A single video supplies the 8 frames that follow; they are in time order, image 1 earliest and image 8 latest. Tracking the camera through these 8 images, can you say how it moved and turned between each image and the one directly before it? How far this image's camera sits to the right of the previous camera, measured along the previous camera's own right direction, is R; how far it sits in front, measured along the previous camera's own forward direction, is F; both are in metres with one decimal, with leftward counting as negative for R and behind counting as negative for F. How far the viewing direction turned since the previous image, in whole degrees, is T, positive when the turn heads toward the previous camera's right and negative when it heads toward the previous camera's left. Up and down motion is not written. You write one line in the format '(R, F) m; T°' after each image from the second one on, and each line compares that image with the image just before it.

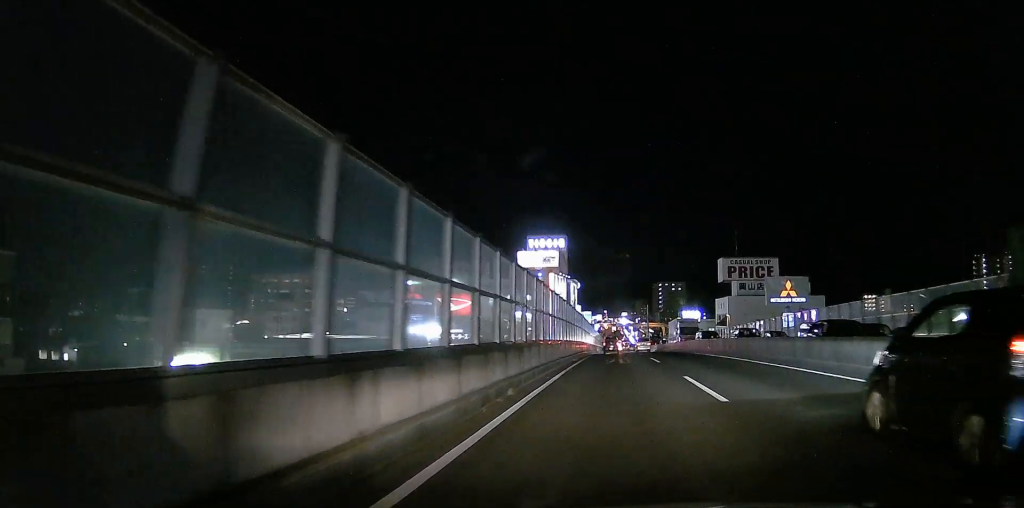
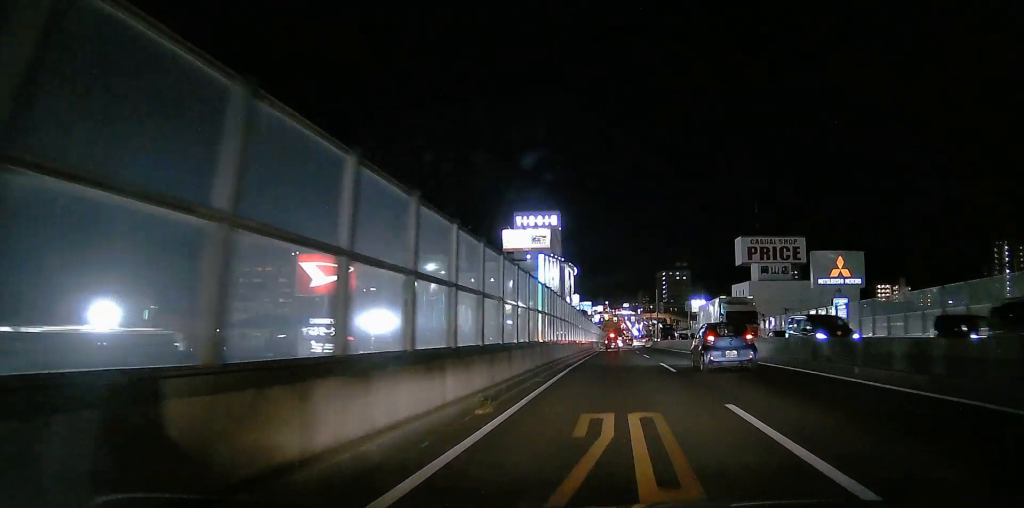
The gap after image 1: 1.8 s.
(+0.6, +21.7) m; +1°
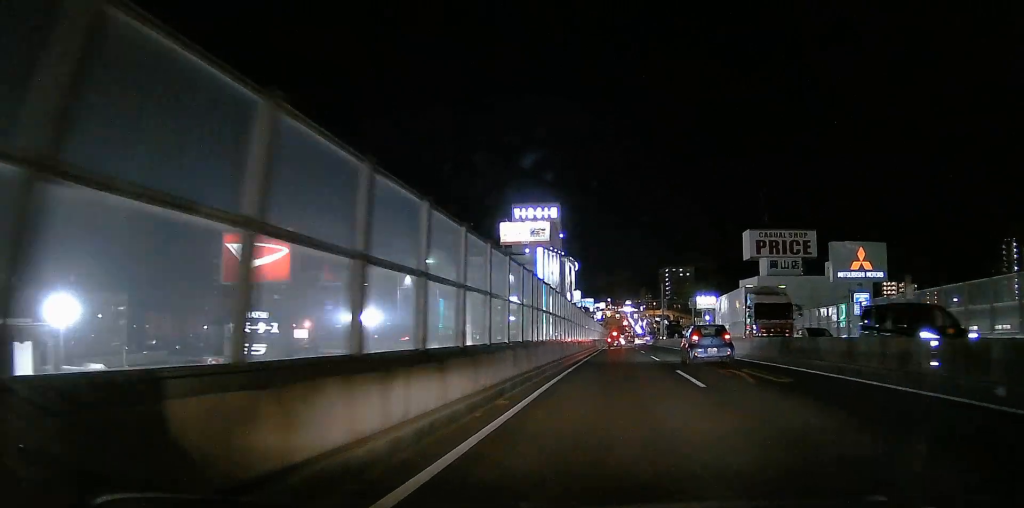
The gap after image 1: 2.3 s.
(-0.2, +5.6) m; -1°
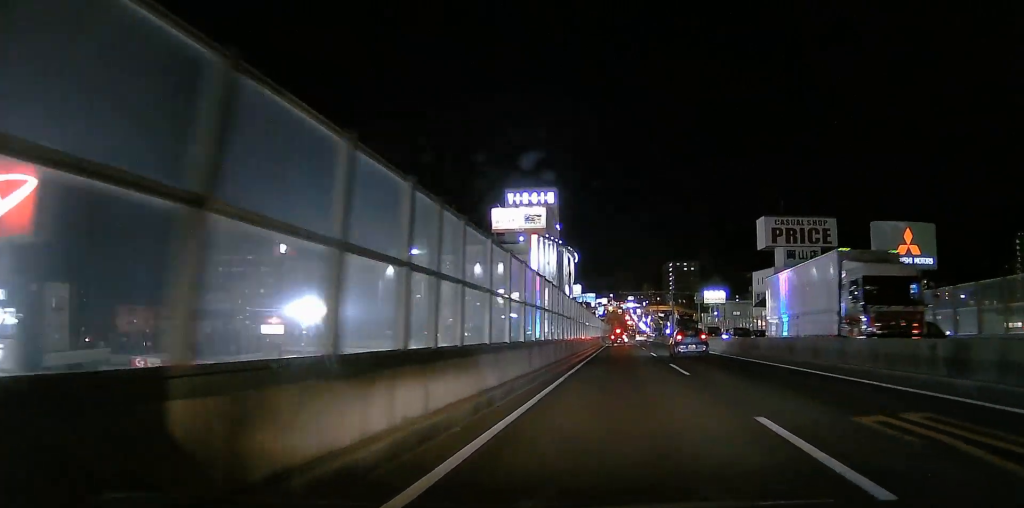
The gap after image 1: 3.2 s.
(-0.2, +10.5) m; -1°
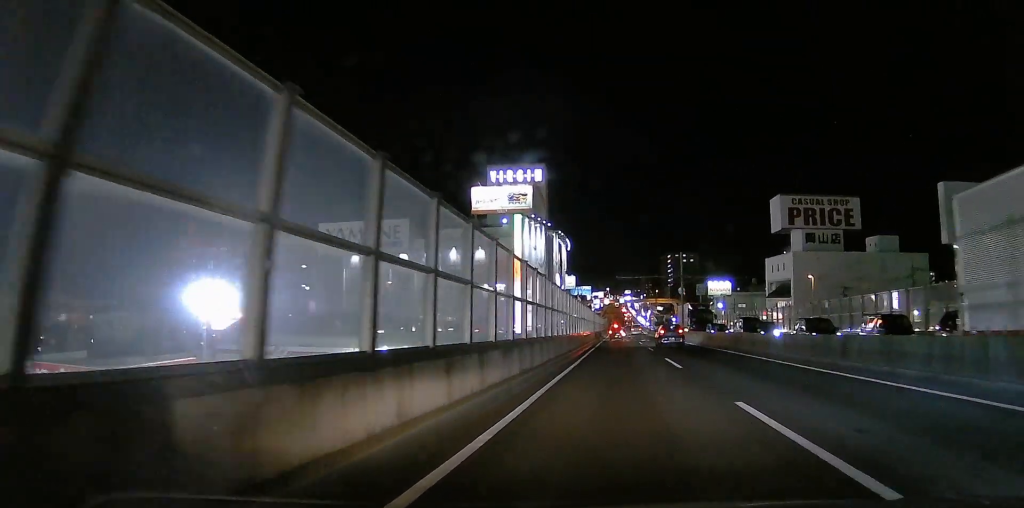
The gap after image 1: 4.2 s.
(0.0, +12.9) m; 0°
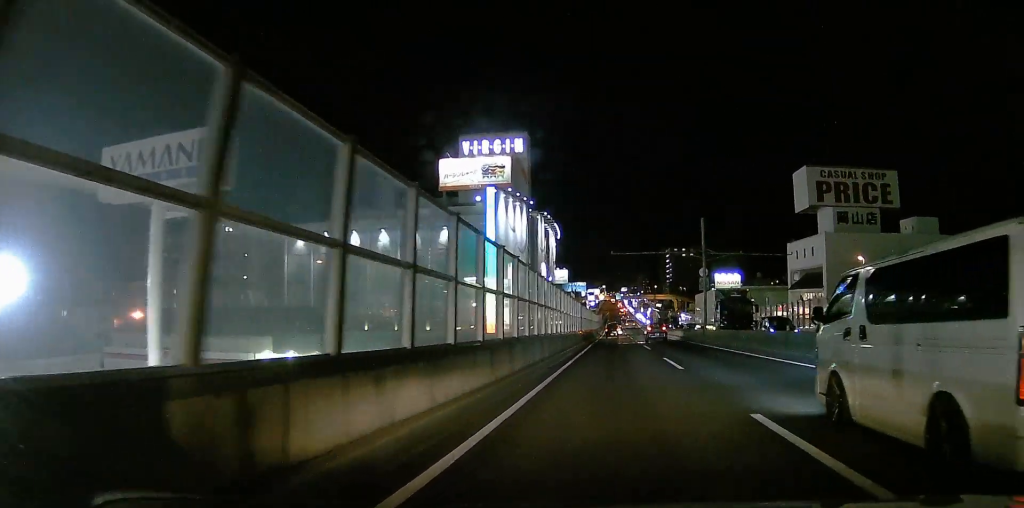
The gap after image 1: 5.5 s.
(0.0, +15.8) m; +1°
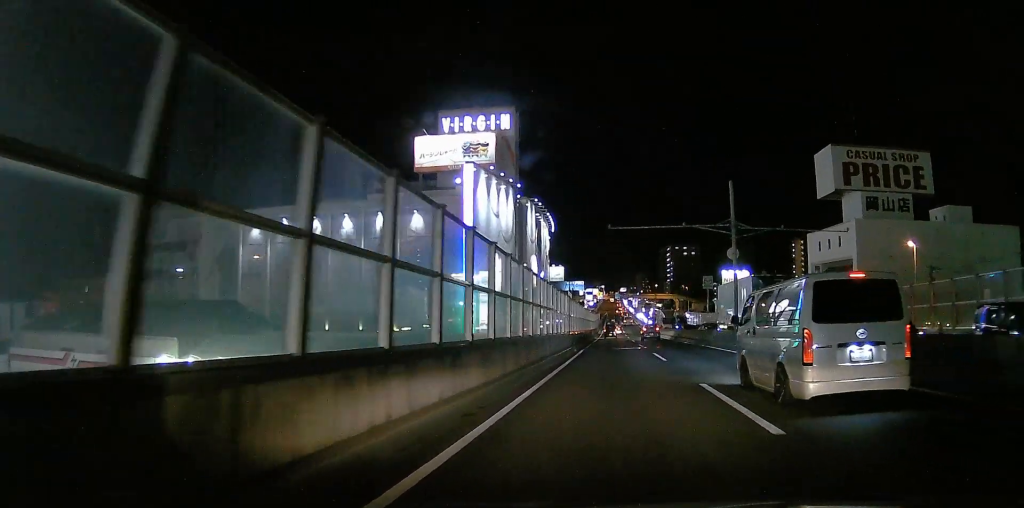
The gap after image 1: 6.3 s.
(+0.2, +10.2) m; +1°
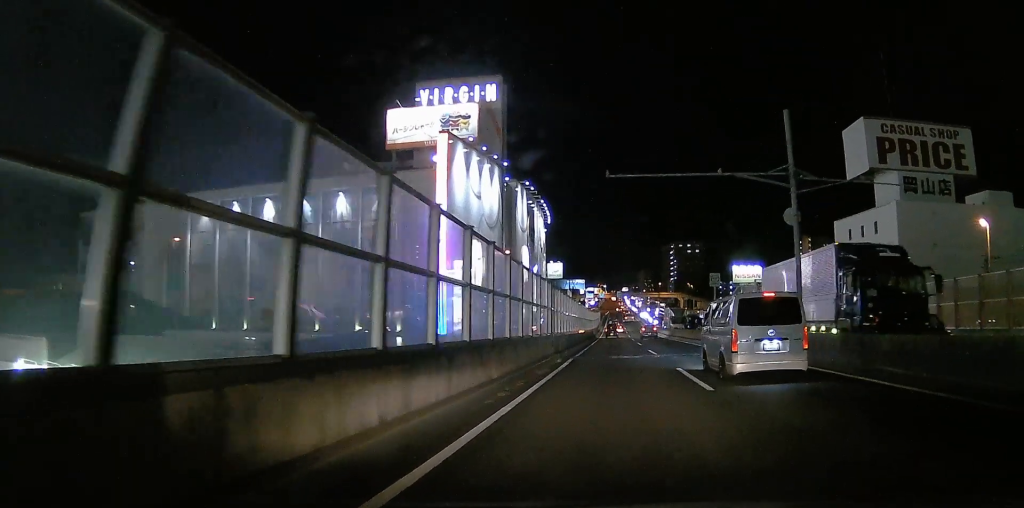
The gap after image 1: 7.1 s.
(+0.1, +9.9) m; +1°
